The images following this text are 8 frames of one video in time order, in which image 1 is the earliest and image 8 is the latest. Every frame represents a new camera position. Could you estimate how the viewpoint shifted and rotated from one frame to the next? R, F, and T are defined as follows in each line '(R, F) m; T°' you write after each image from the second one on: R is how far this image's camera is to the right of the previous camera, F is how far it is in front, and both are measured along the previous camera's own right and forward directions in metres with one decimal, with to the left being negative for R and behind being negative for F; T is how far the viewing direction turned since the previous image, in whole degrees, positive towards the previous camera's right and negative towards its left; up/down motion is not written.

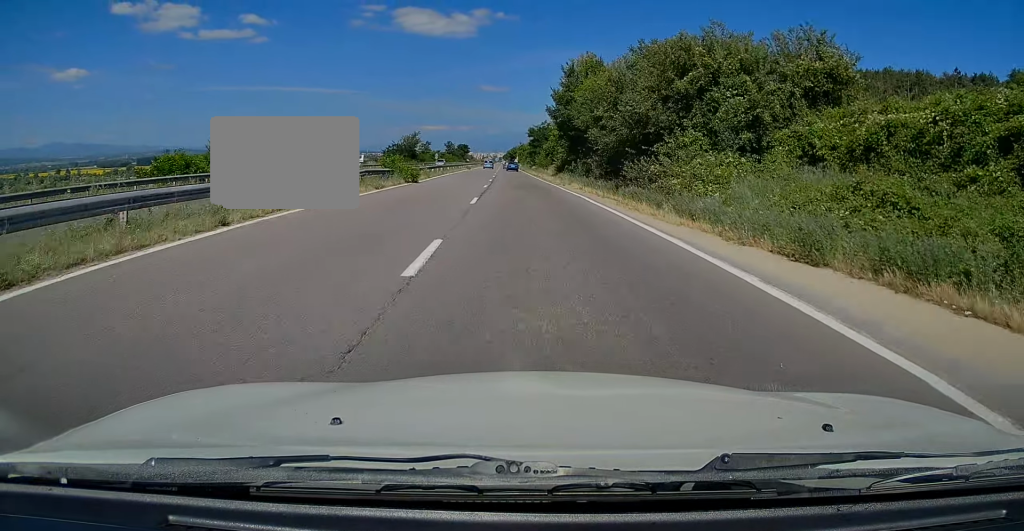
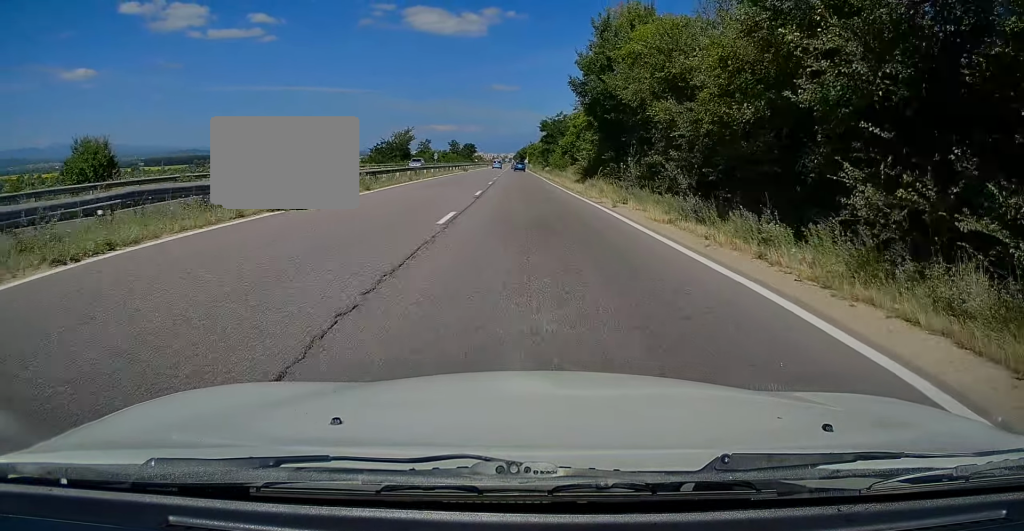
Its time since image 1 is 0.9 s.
(-0.1, +18.8) m; -1°
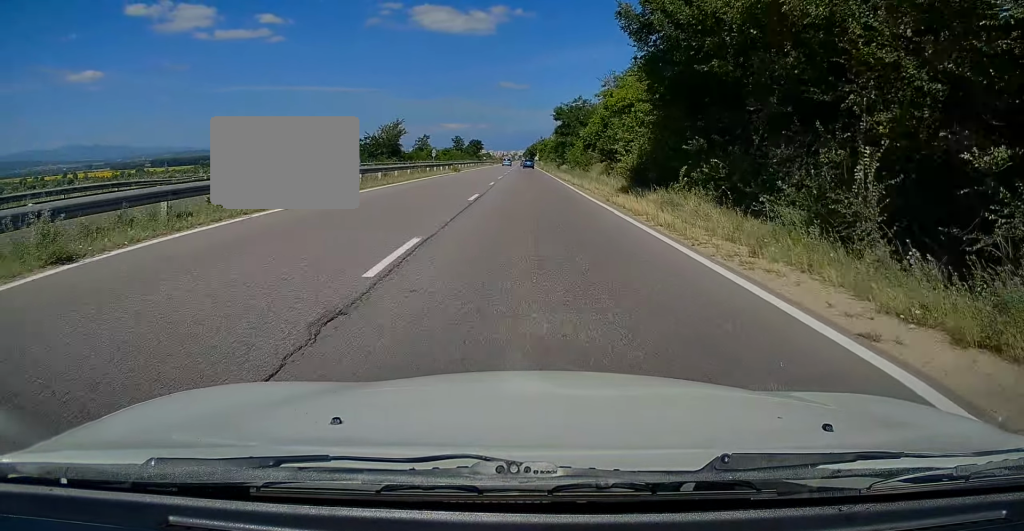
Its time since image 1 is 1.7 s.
(-0.3, +17.6) m; -1°
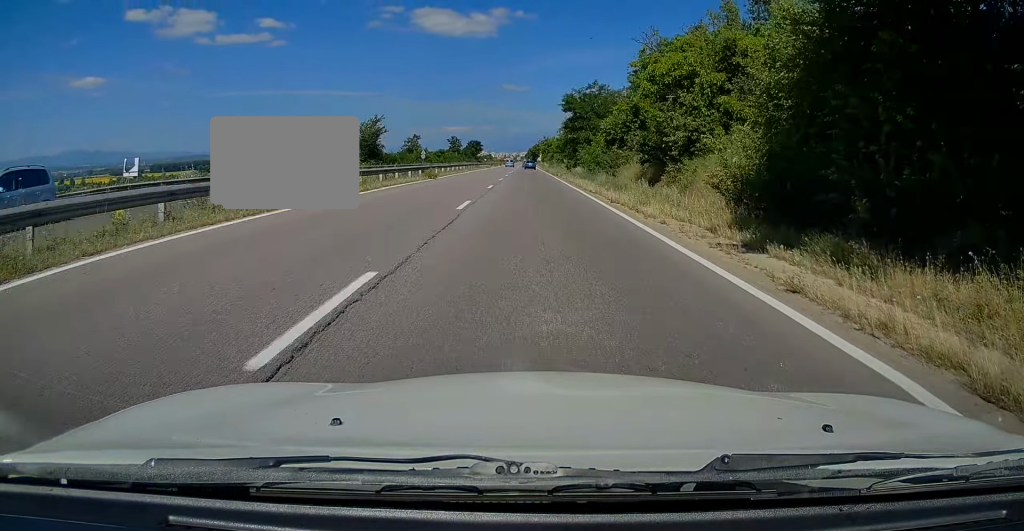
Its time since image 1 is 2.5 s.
(0.0, +15.4) m; 0°
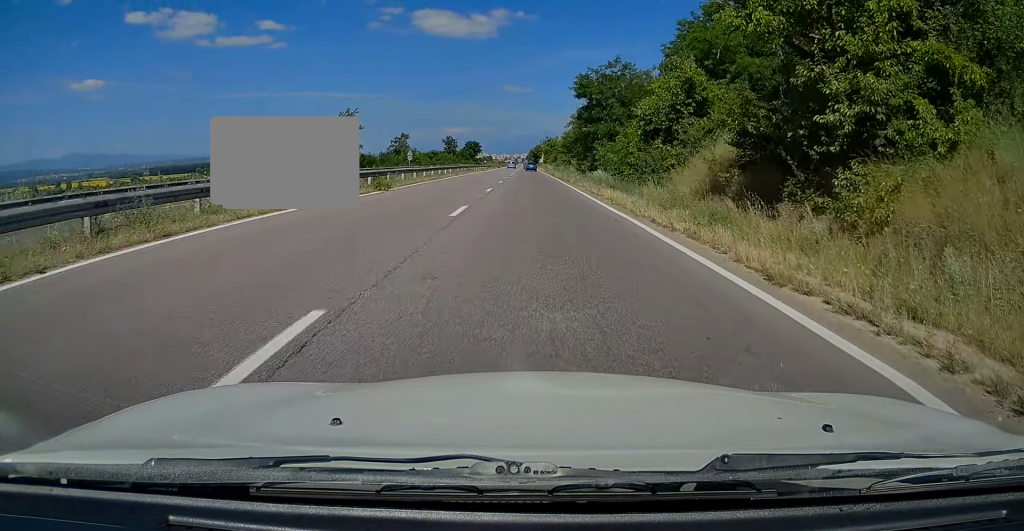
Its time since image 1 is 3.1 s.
(0.0, +13.9) m; 0°
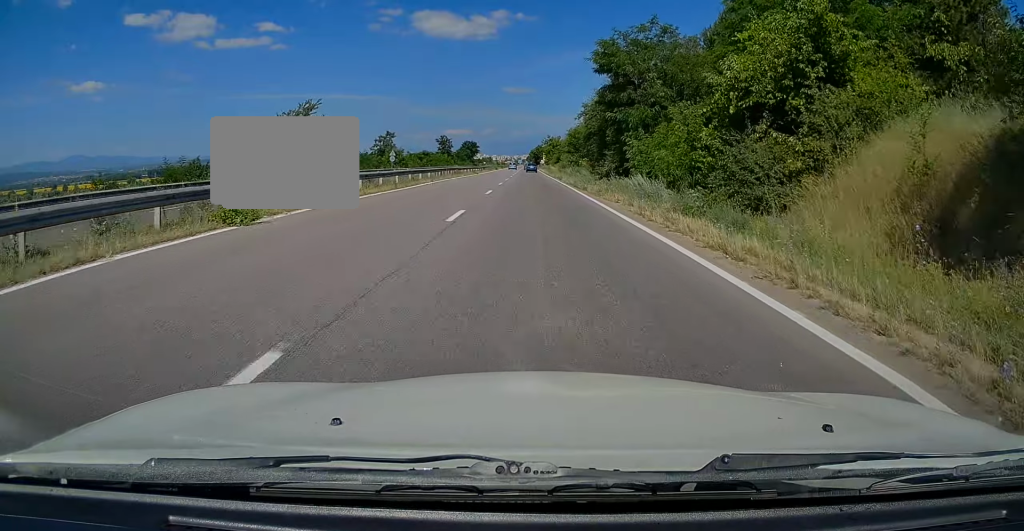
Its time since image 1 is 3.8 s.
(+0.1, +13.1) m; -1°
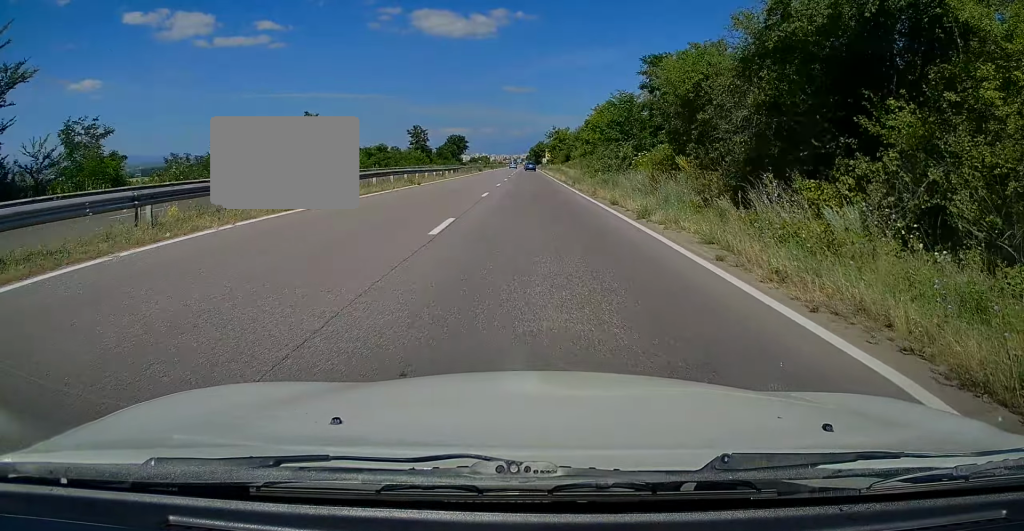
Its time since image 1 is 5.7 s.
(+0.1, +38.8) m; 0°
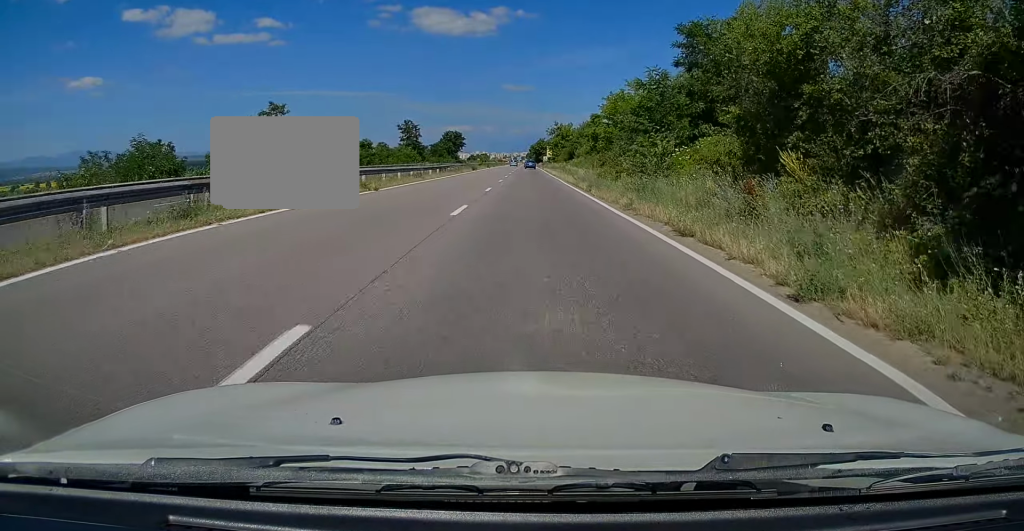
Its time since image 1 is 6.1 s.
(-0.1, +9.5) m; 0°
